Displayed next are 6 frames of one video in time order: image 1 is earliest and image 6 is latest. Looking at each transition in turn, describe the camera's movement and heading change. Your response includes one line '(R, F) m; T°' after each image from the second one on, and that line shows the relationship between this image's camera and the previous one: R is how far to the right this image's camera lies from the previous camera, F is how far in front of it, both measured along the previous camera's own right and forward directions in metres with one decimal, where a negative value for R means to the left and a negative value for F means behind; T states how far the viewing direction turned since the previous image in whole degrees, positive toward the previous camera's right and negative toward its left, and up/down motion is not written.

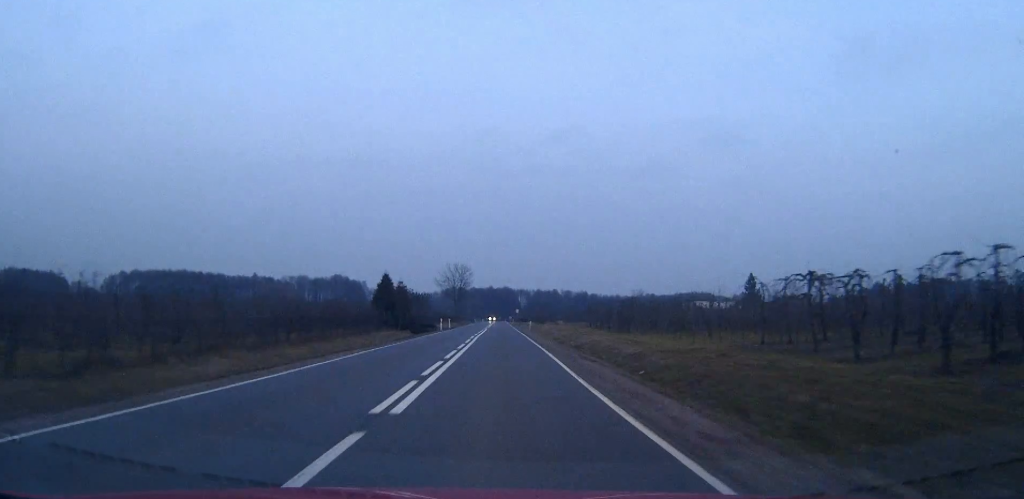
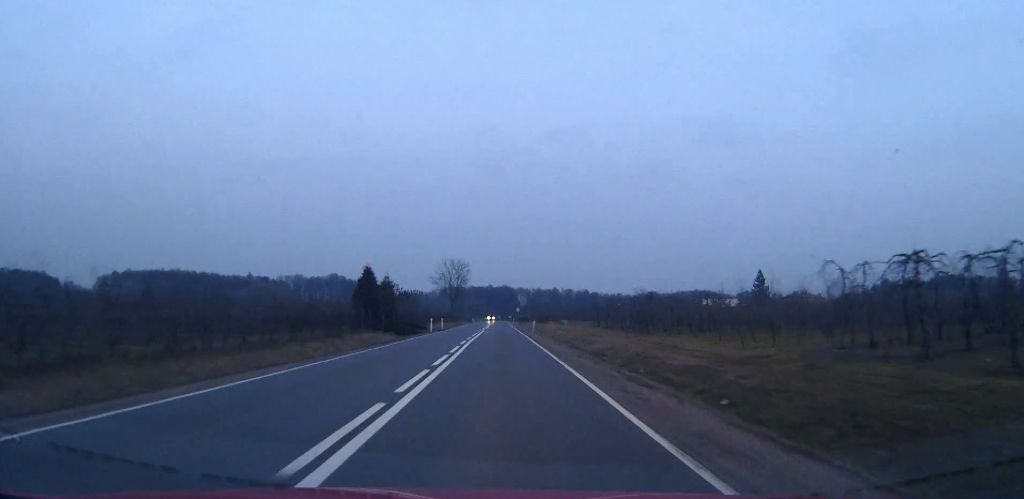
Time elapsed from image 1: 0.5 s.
(0.0, +9.5) m; 0°
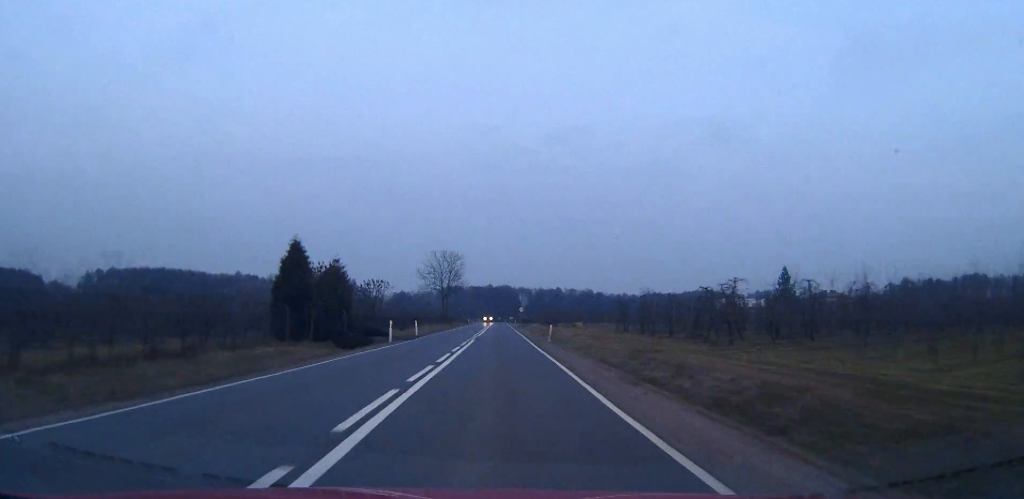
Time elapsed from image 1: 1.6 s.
(+0.1, +22.0) m; 0°
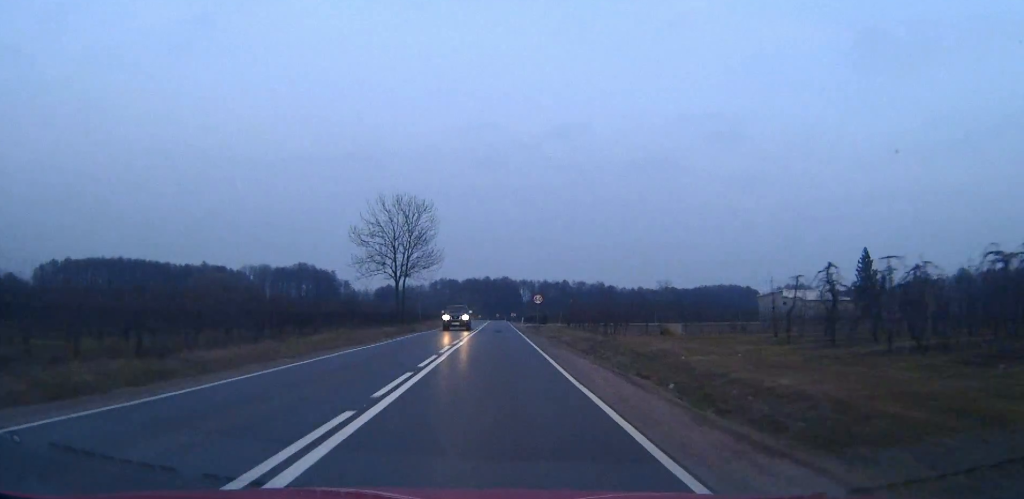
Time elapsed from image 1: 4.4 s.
(-0.1, +53.7) m; 0°
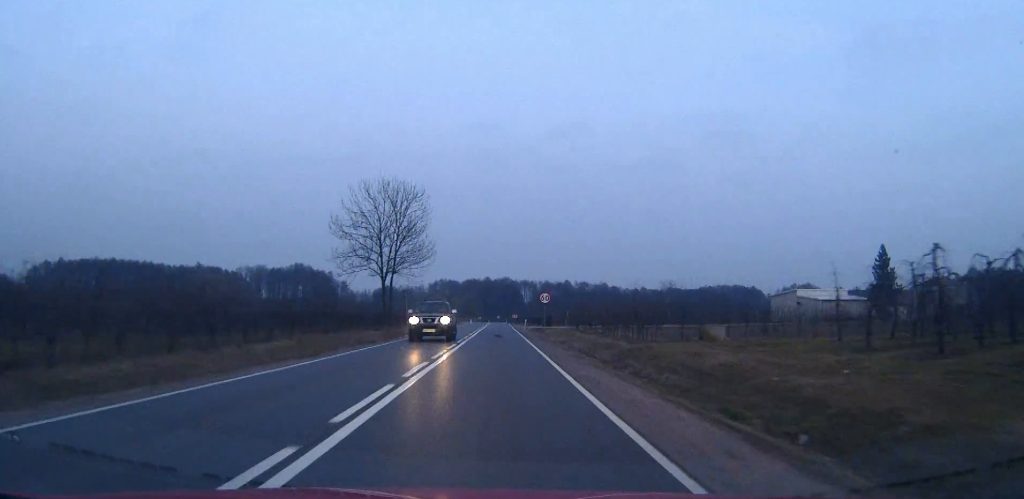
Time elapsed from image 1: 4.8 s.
(0.0, +8.5) m; 0°
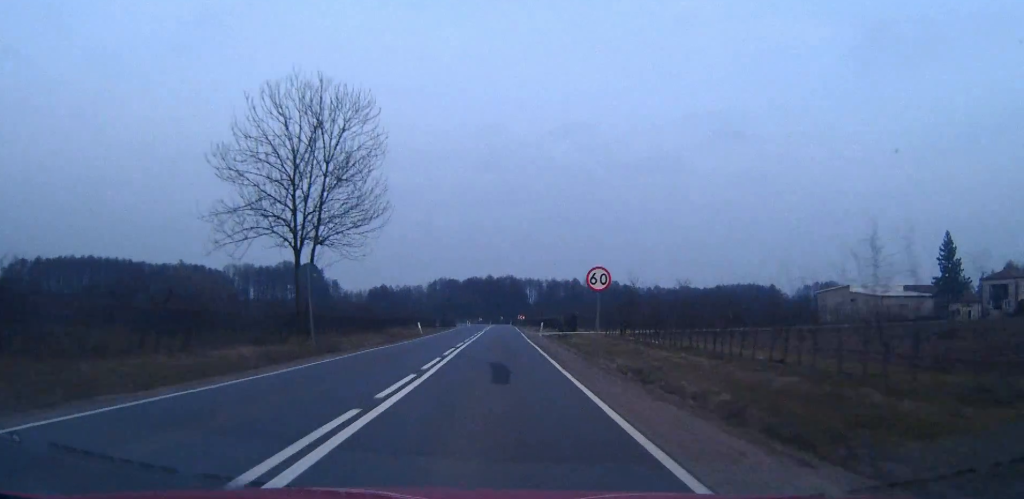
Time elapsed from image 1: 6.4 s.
(0.0, +27.0) m; 0°
